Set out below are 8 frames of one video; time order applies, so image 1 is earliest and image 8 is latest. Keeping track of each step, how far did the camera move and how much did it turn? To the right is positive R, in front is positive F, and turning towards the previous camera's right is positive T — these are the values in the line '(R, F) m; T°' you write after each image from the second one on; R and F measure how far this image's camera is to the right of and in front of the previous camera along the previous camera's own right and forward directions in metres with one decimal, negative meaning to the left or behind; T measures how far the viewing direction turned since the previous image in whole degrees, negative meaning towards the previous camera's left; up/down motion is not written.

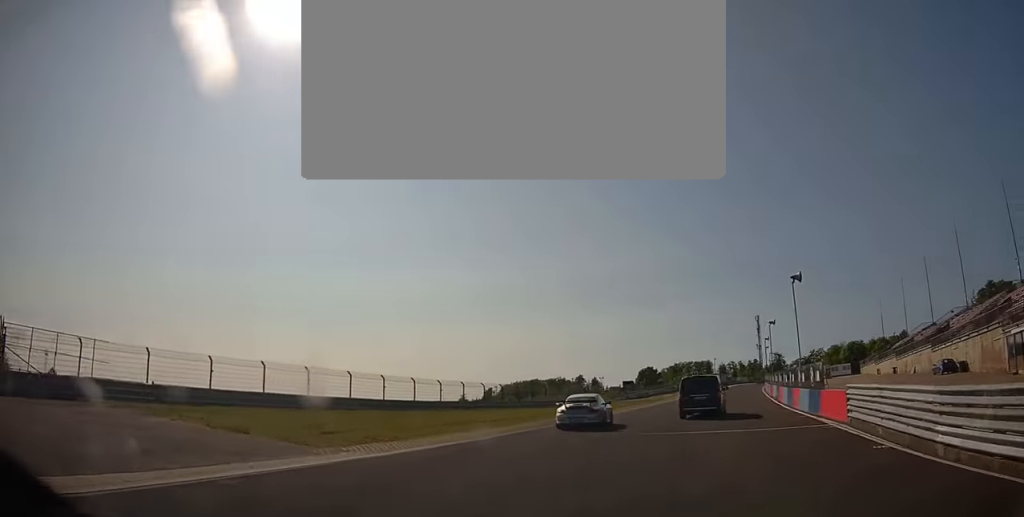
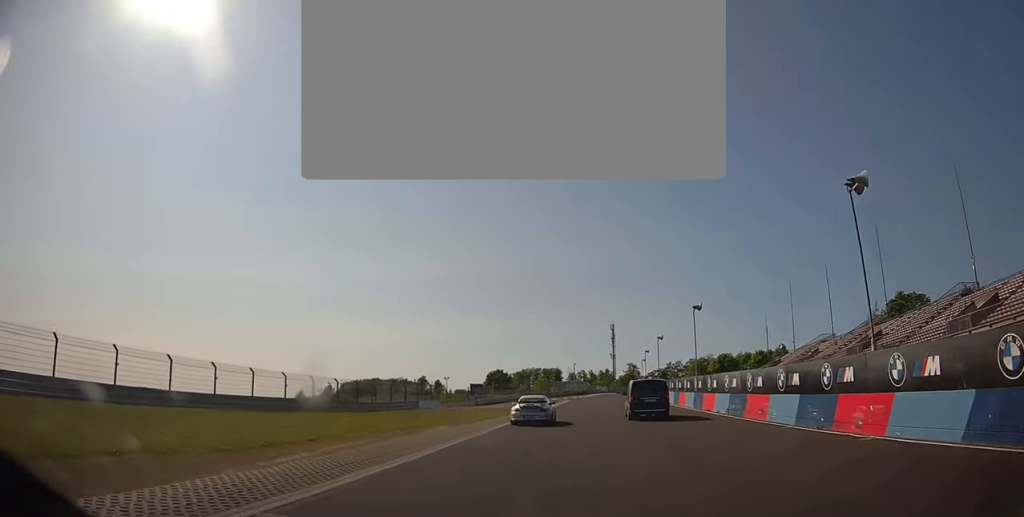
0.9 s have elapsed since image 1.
(+3.4, +17.4) m; +14°
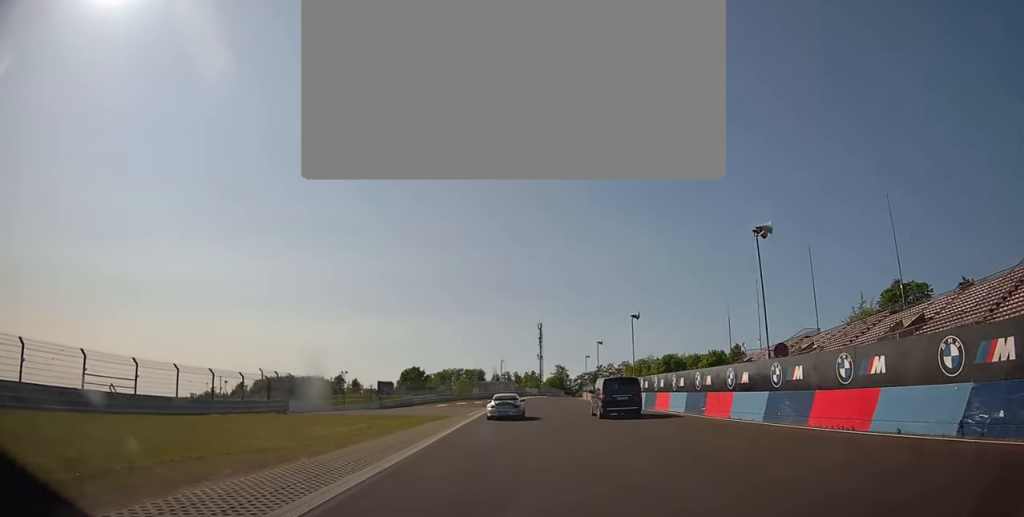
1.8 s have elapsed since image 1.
(+1.4, +20.4) m; +5°
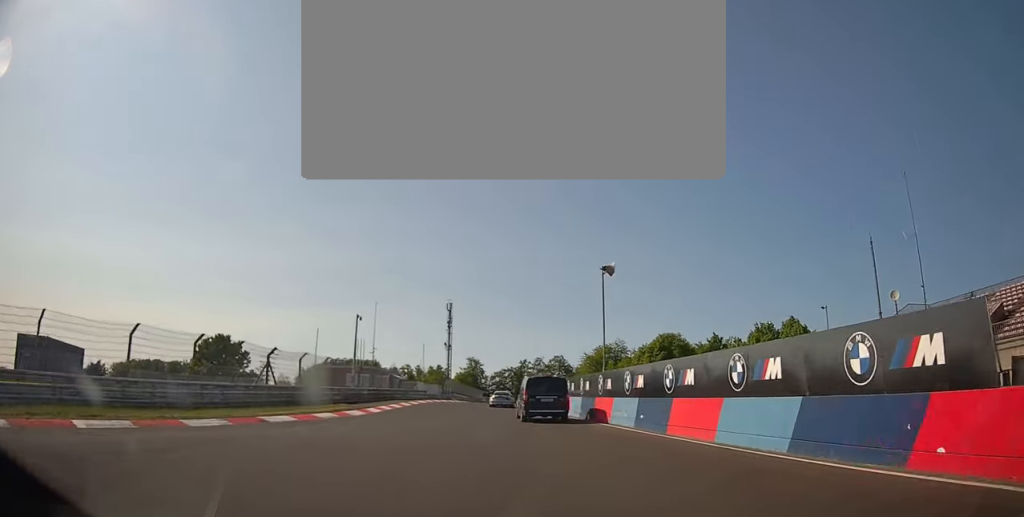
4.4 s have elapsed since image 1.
(+3.6, +66.3) m; +7°
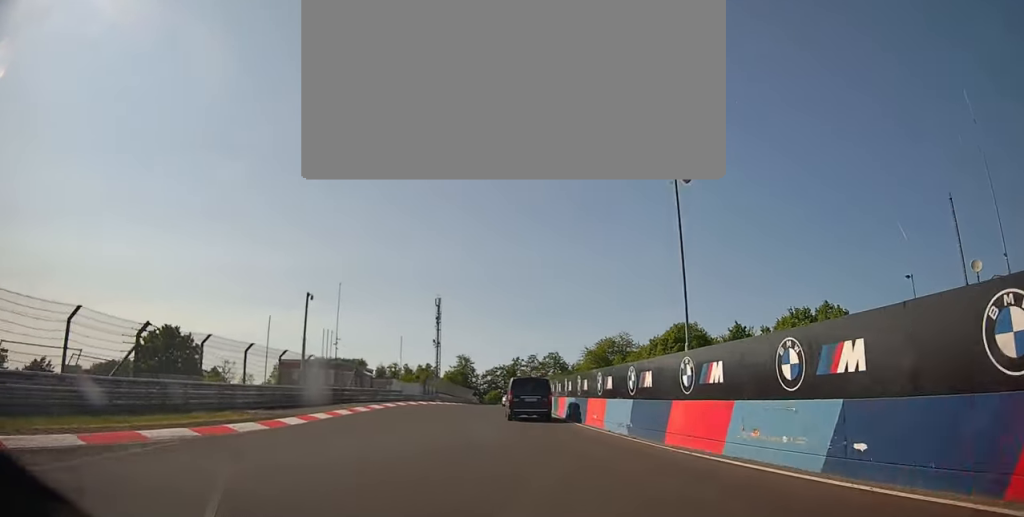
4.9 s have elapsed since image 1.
(+0.1, +11.6) m; +1°
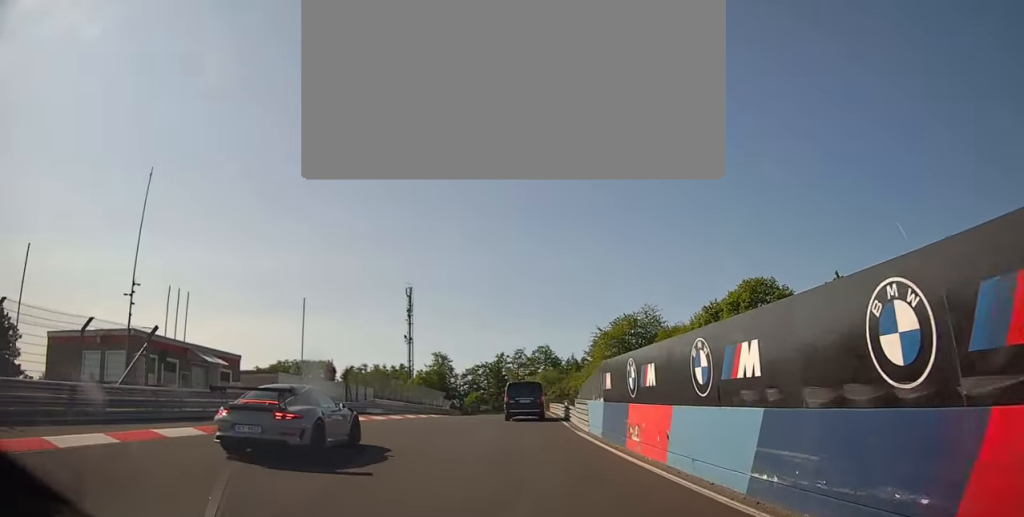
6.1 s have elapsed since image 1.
(+0.5, +28.3) m; +2°
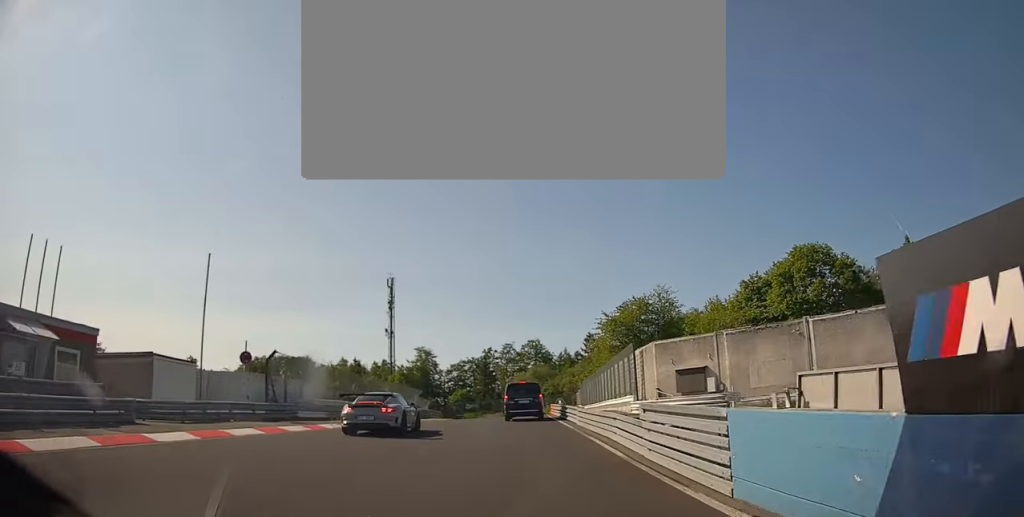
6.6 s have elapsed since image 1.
(+0.1, +11.6) m; +1°
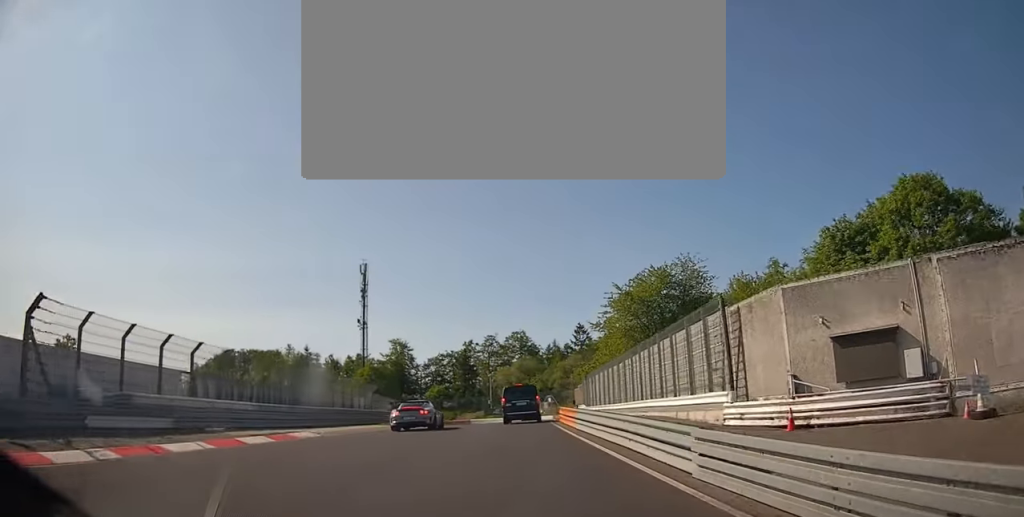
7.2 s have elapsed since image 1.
(+0.1, +14.1) m; +2°
